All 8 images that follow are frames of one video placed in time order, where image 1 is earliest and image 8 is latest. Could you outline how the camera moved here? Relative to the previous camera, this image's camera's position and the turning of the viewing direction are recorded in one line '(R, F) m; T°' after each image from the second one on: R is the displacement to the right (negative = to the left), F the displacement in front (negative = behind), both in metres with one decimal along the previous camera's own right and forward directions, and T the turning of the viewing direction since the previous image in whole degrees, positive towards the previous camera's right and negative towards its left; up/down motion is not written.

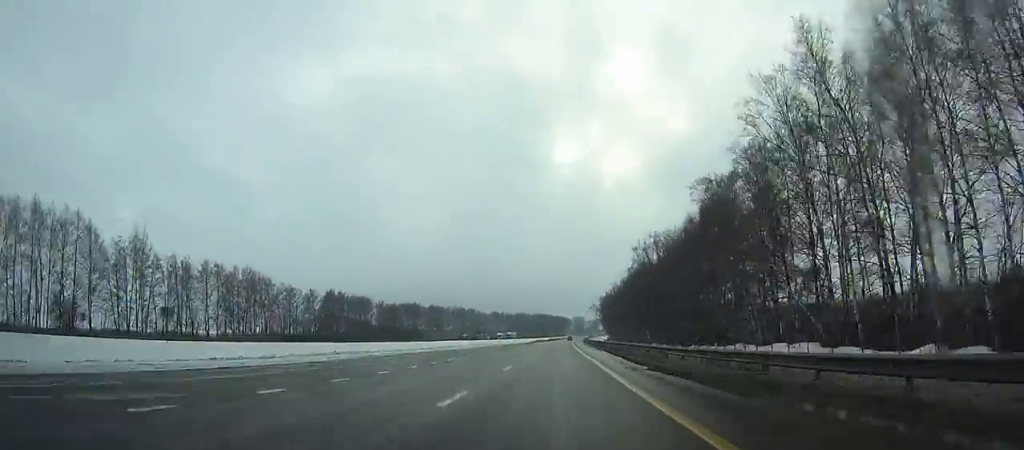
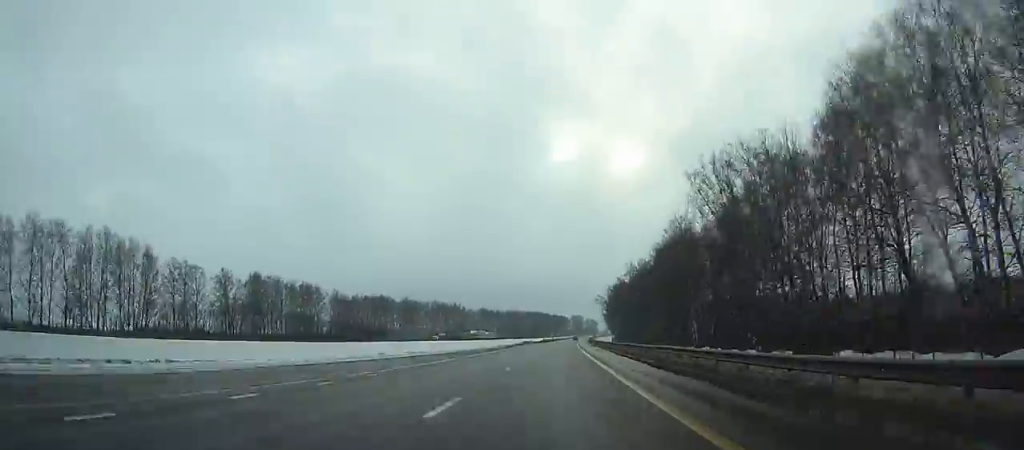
(+0.3, +48.9) m; +1°
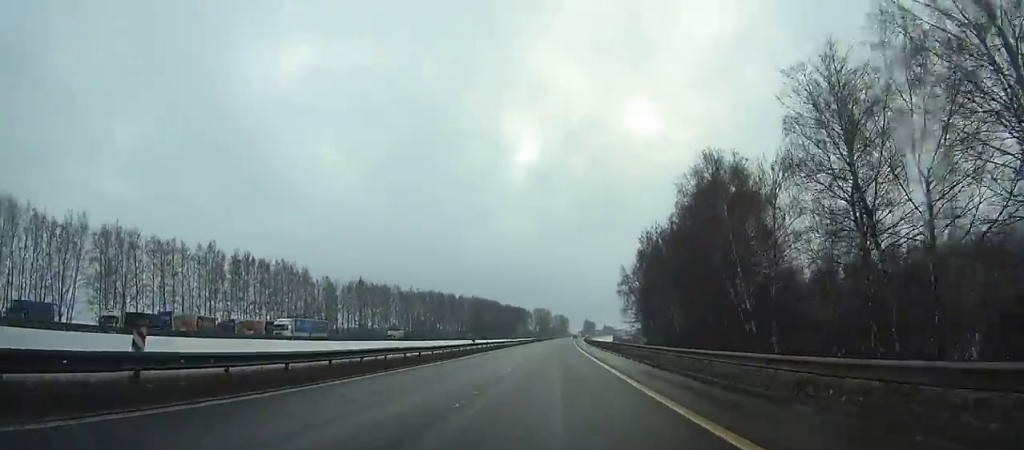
(+4.6, +177.6) m; +3°
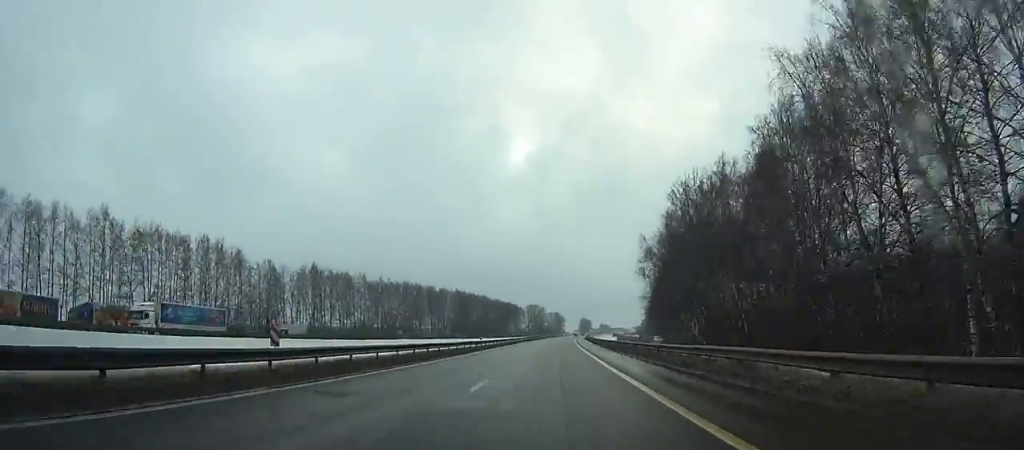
(-0.3, +33.7) m; +1°
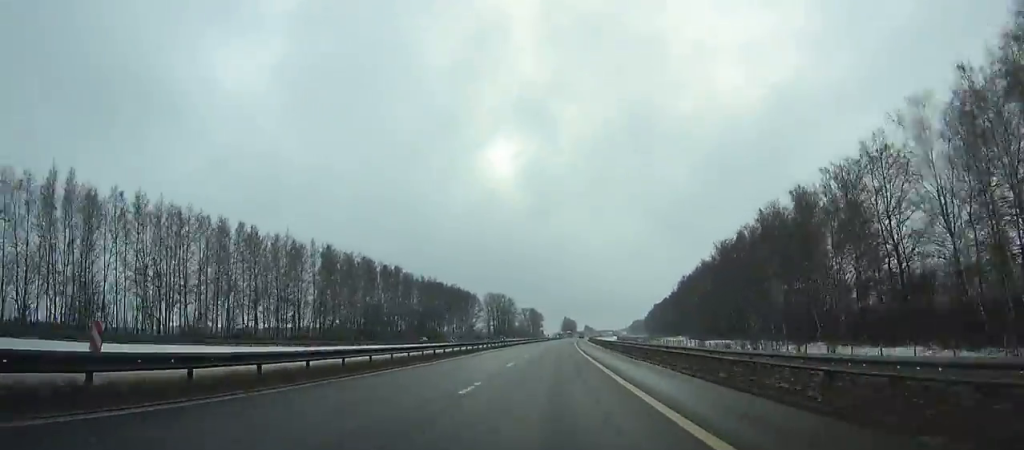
(+2.6, +132.4) m; +2°
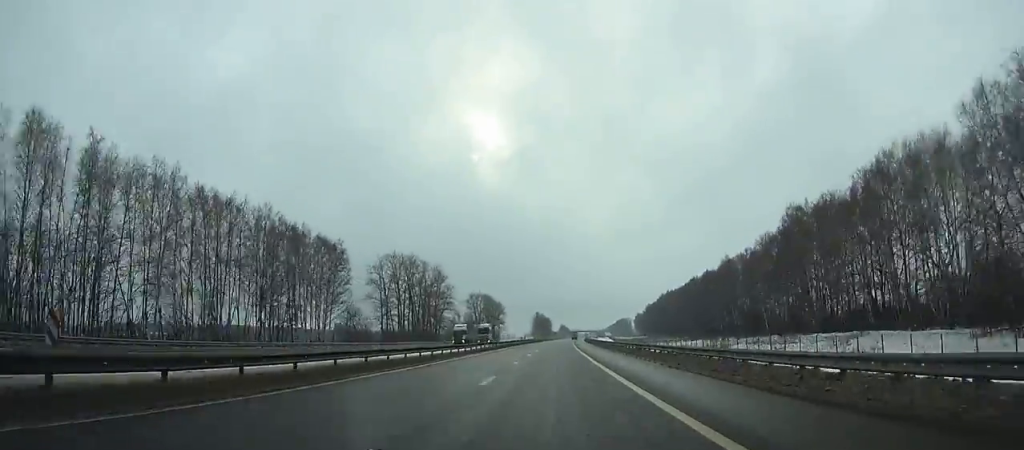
(+3.0, +128.7) m; +2°
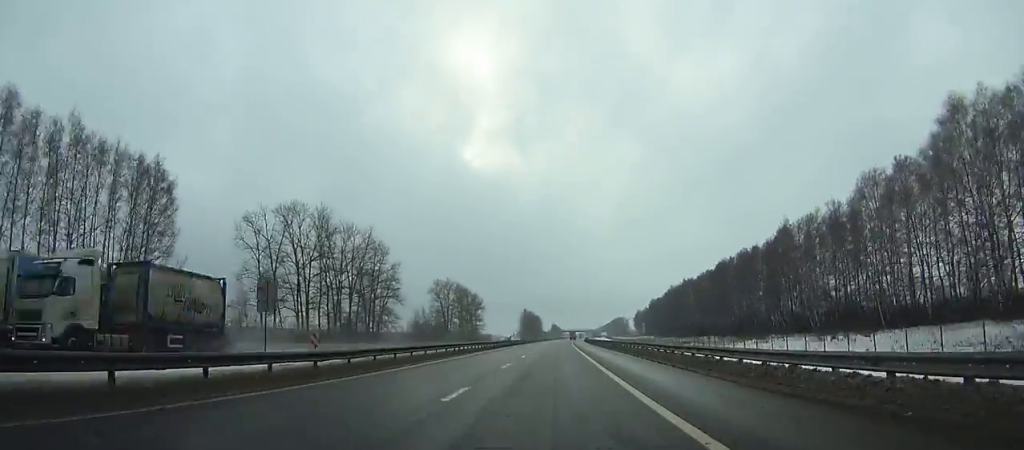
(-0.2, +51.4) m; +1°
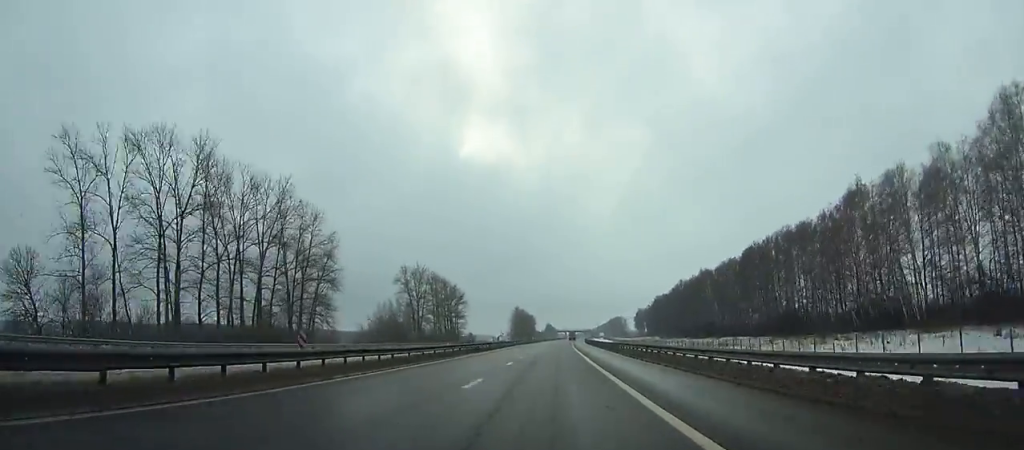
(+0.3, +32.7) m; +1°
